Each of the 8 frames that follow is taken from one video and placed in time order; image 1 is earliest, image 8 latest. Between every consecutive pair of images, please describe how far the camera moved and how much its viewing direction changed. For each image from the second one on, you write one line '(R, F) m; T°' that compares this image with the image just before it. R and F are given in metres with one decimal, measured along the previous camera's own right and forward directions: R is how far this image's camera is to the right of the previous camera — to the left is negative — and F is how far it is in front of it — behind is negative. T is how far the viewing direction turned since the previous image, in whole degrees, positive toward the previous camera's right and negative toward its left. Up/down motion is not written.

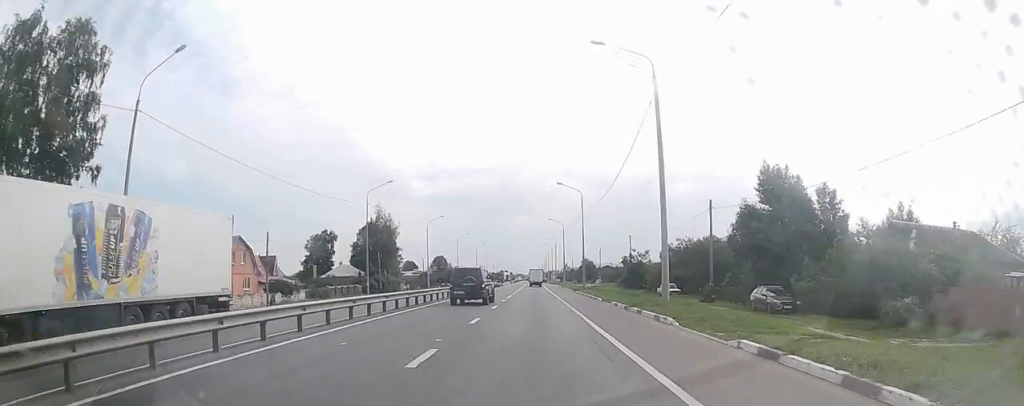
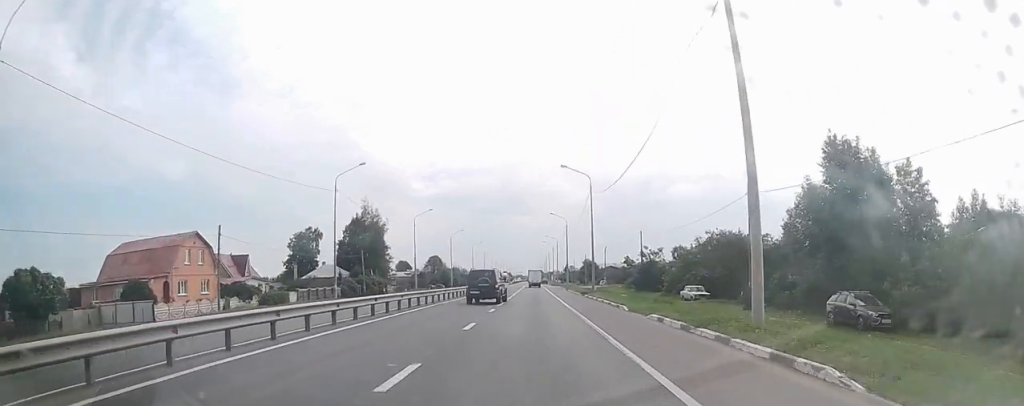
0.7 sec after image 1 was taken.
(+0.2, +9.6) m; 0°
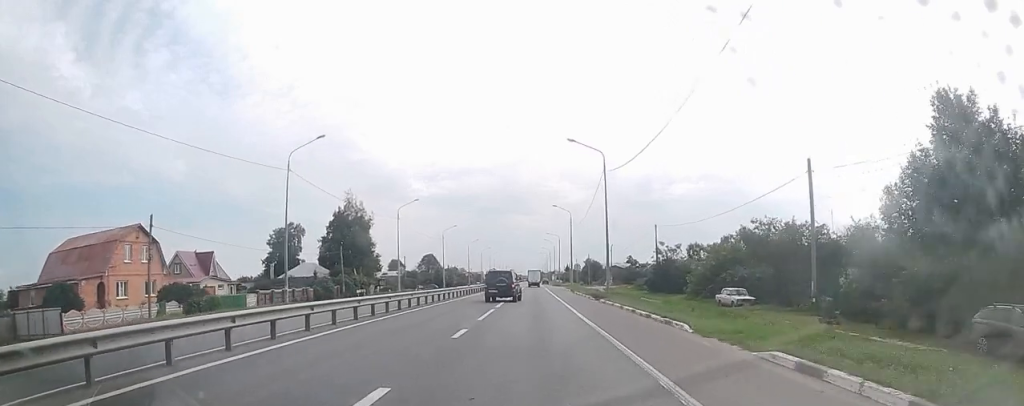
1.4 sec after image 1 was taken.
(0.0, +10.0) m; 0°
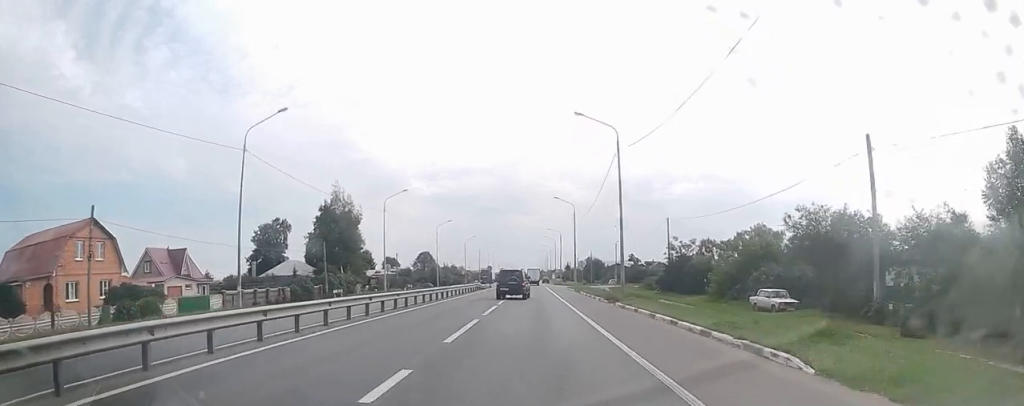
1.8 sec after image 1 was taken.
(-0.1, +6.7) m; 0°
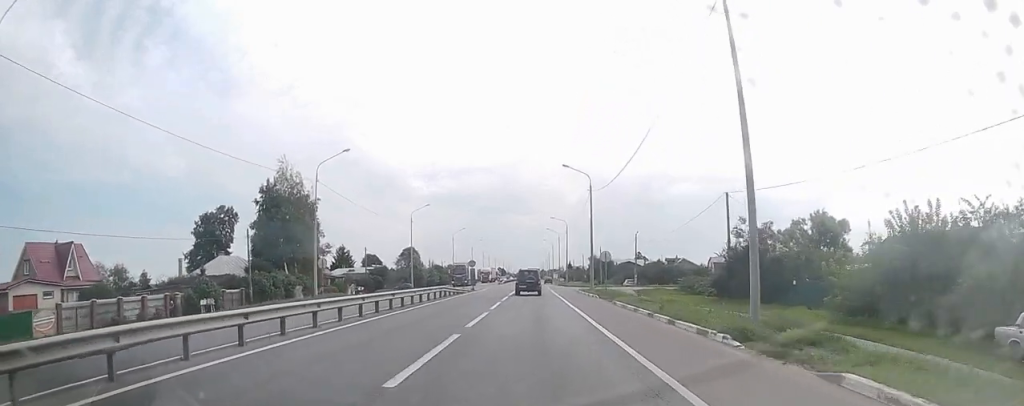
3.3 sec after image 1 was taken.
(+0.3, +21.0) m; +1°
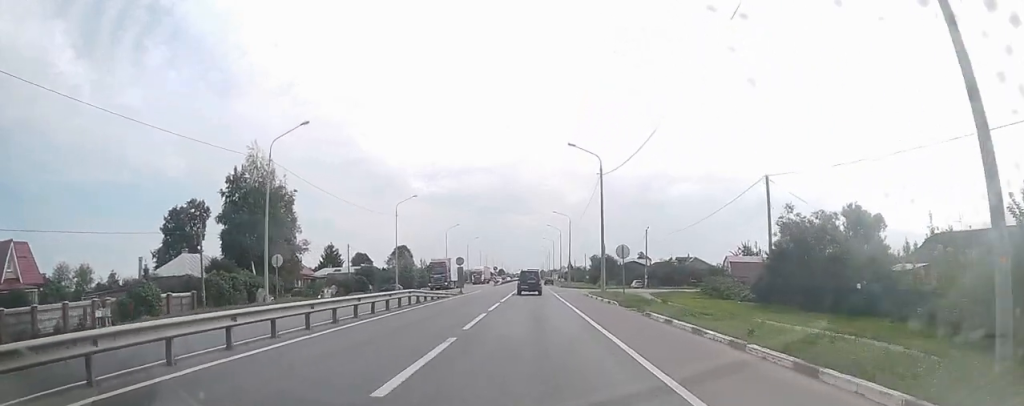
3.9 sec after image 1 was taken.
(+0.2, +8.6) m; 0°
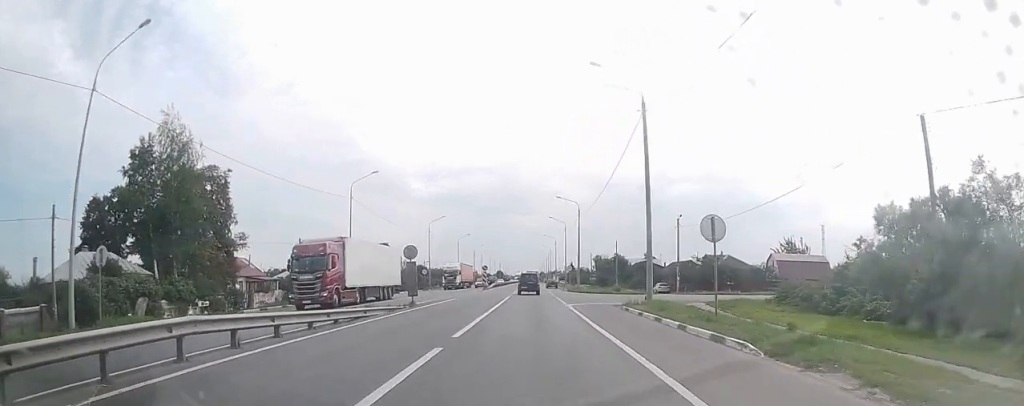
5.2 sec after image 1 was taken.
(-0.4, +17.7) m; -2°
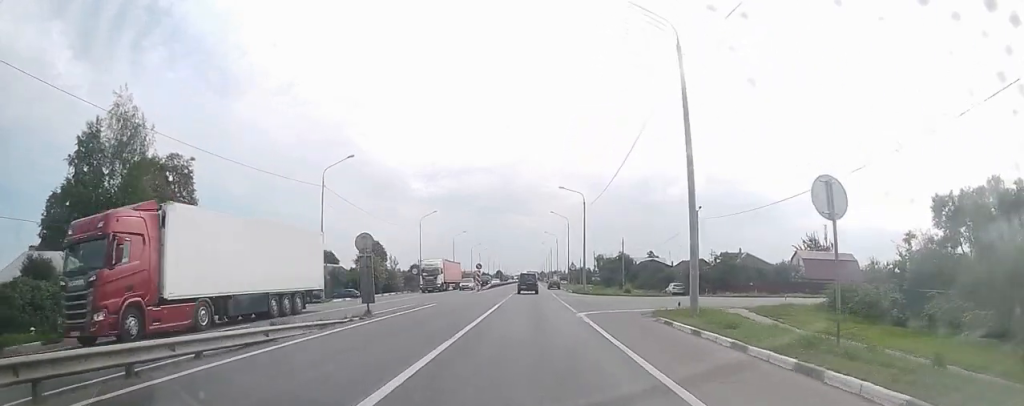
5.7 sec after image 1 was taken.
(0.0, +7.3) m; 0°
